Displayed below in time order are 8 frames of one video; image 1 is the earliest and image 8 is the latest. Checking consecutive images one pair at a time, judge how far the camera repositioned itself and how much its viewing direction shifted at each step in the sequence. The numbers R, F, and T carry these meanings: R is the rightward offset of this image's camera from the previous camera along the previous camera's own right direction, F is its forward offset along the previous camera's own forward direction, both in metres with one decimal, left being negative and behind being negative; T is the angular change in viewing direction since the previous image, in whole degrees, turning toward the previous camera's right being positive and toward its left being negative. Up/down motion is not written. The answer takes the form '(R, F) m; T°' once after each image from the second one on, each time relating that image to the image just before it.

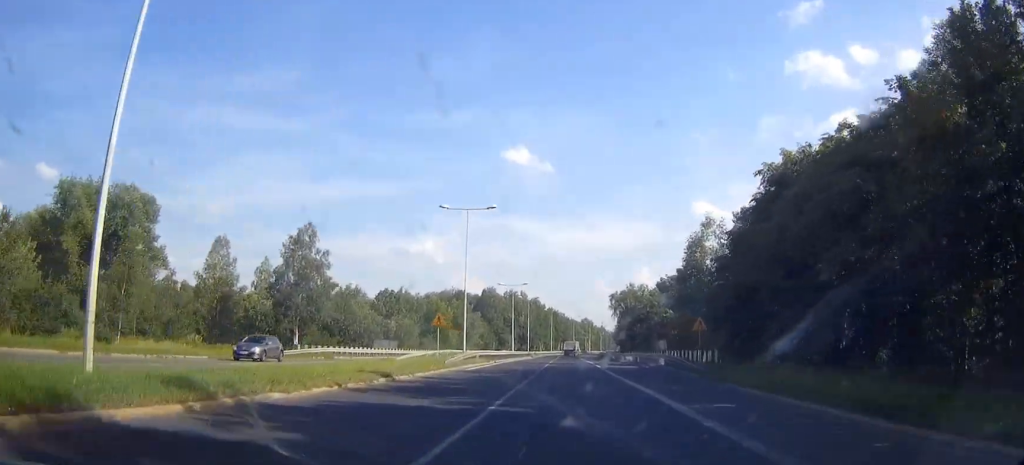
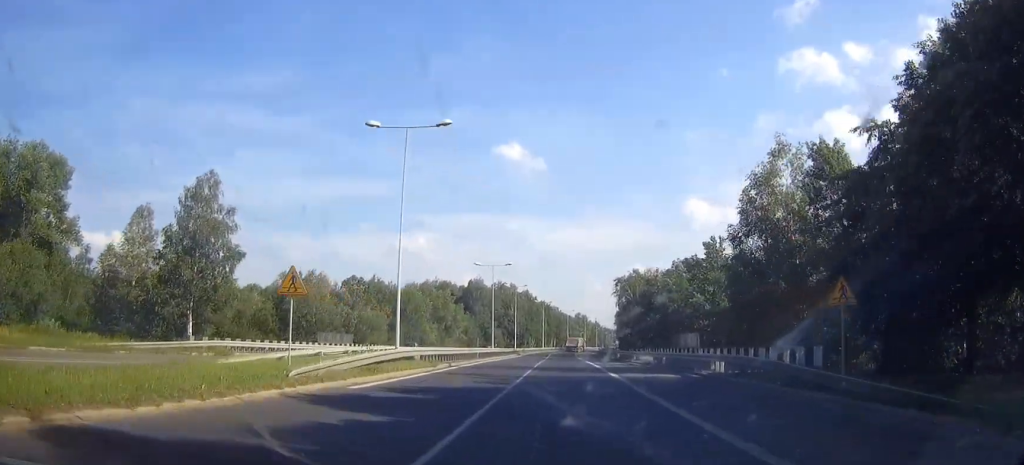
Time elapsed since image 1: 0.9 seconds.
(+0.4, +21.4) m; +1°
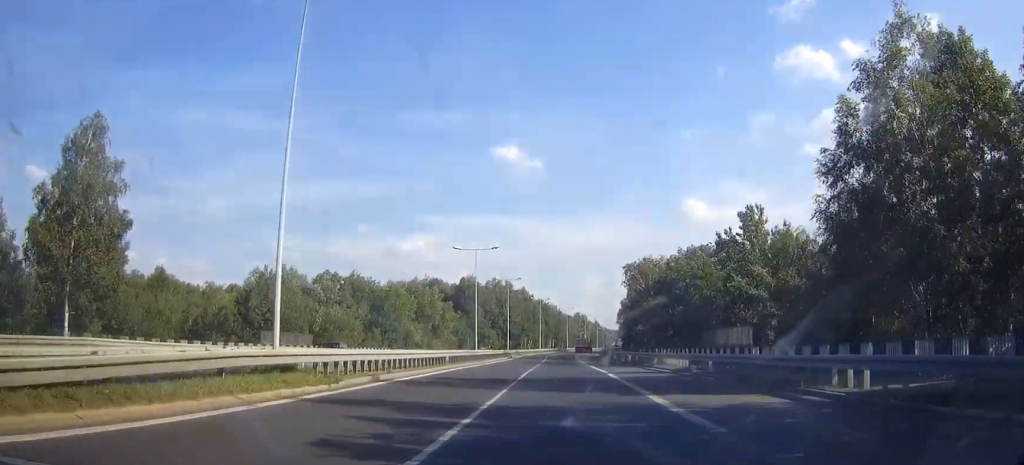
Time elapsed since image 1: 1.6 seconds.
(0.0, +15.2) m; 0°
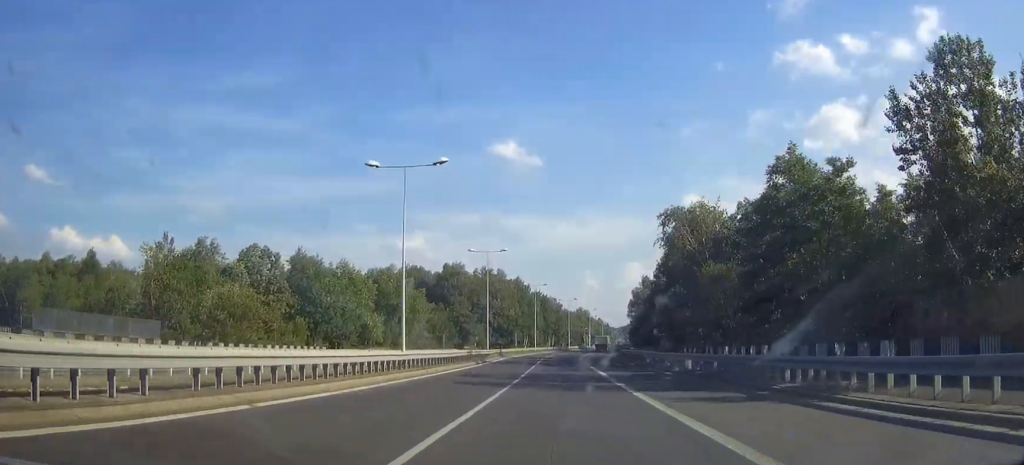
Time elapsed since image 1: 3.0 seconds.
(-0.1, +31.0) m; 0°
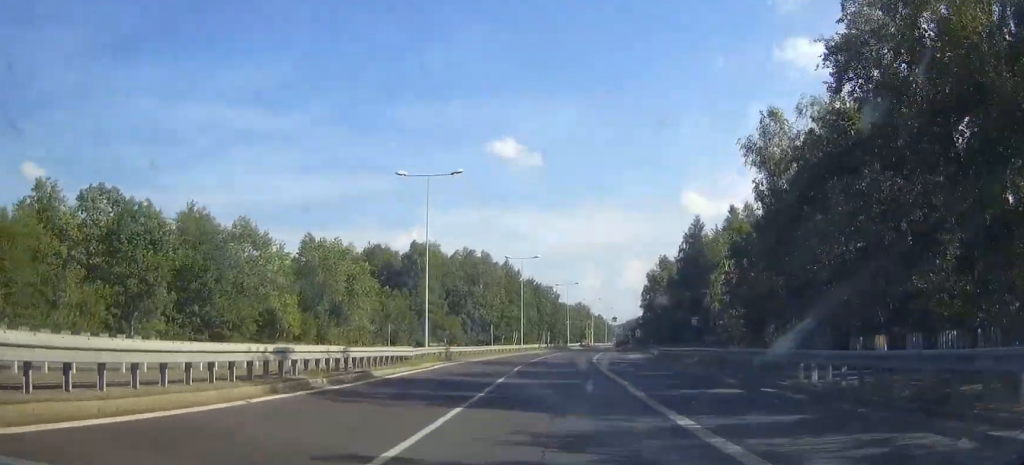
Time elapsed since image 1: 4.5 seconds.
(0.0, +34.5) m; 0°
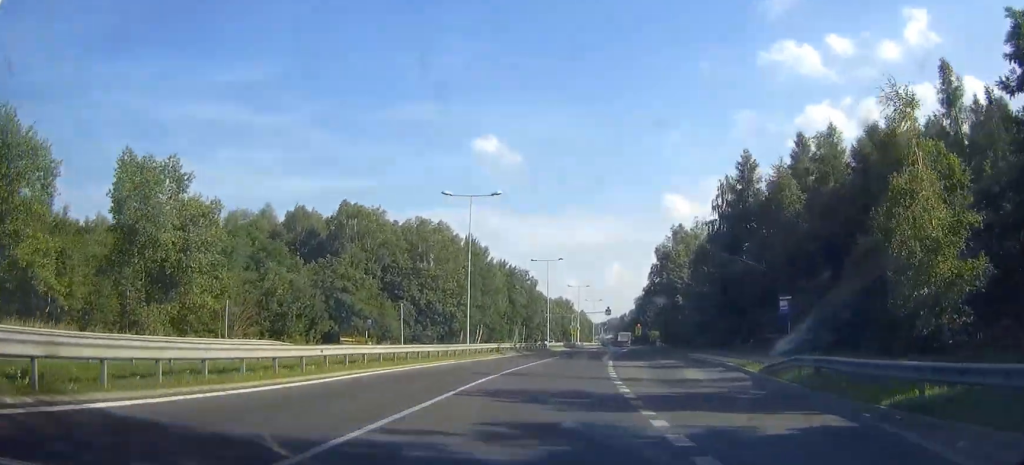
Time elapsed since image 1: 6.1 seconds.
(+0.2, +38.6) m; +1°
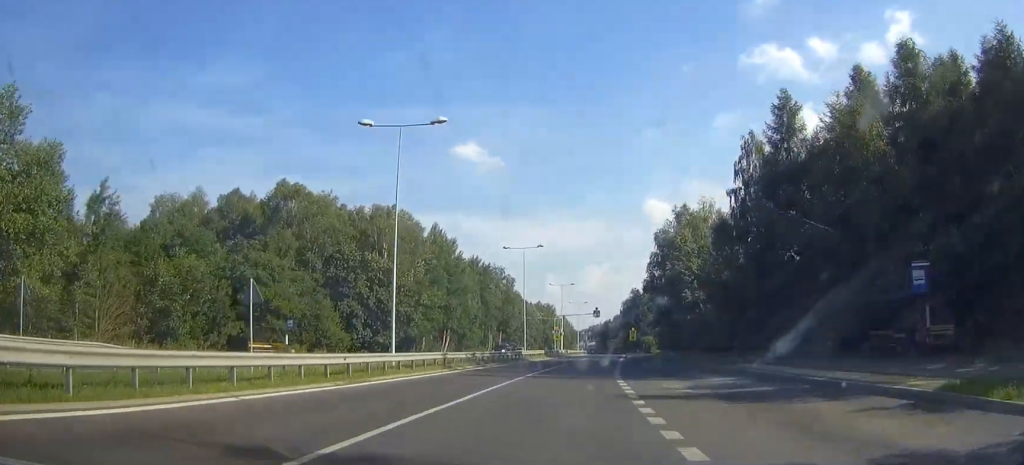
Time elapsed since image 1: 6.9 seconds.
(+0.1, +19.4) m; +1°
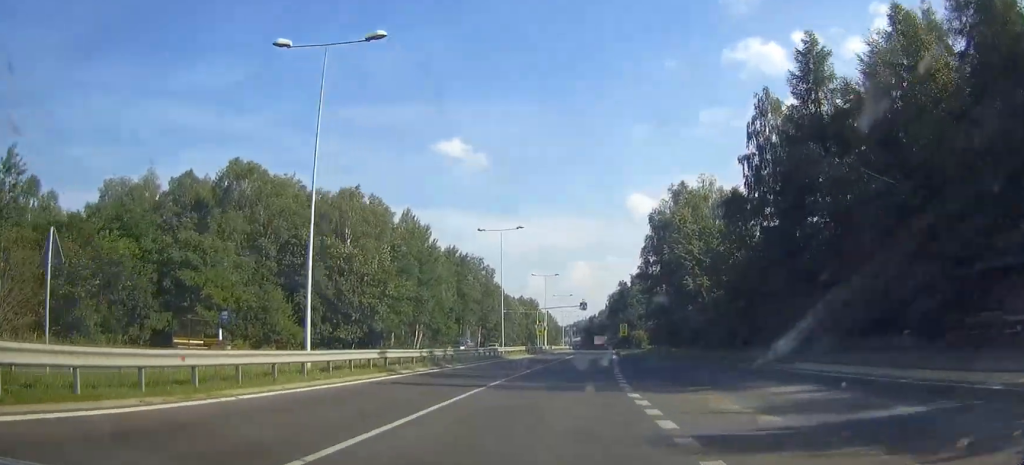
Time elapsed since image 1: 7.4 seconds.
(+0.1, +10.0) m; +1°
